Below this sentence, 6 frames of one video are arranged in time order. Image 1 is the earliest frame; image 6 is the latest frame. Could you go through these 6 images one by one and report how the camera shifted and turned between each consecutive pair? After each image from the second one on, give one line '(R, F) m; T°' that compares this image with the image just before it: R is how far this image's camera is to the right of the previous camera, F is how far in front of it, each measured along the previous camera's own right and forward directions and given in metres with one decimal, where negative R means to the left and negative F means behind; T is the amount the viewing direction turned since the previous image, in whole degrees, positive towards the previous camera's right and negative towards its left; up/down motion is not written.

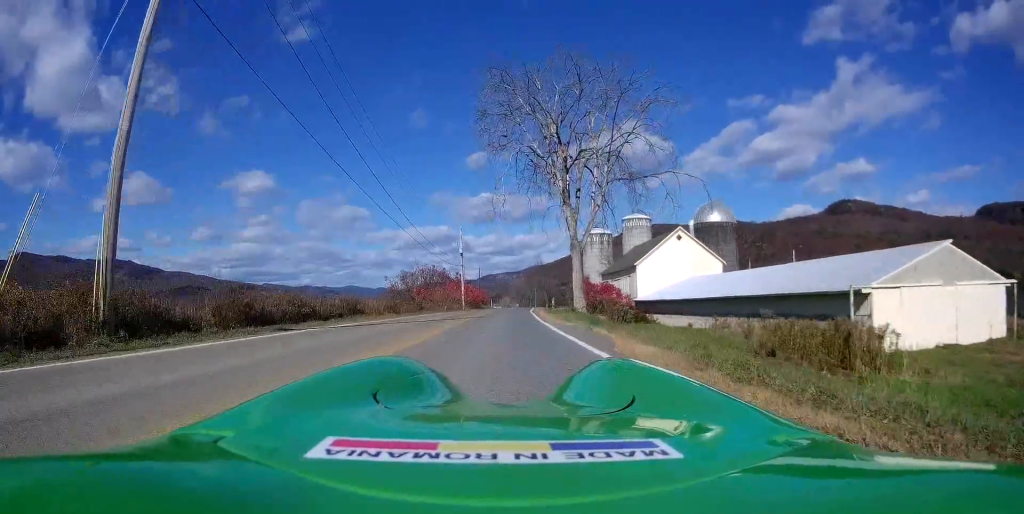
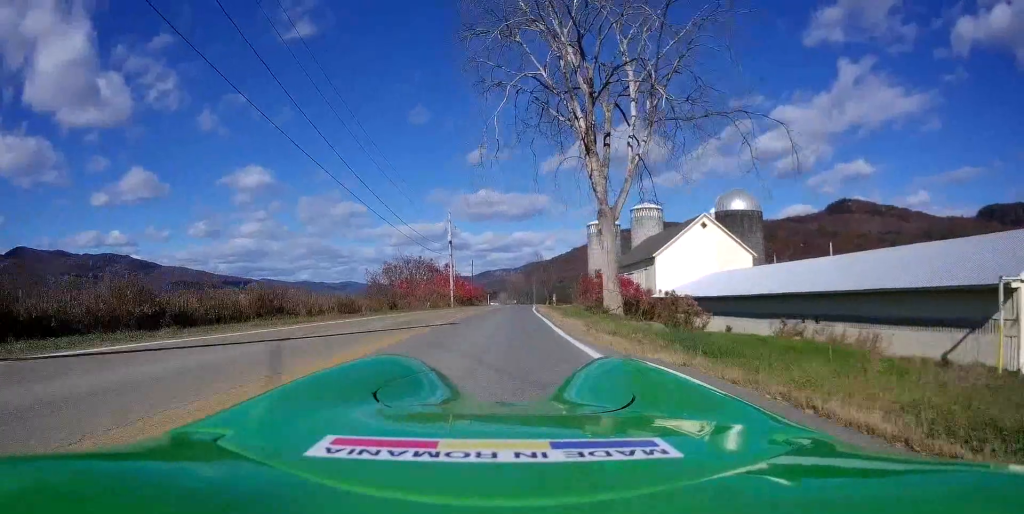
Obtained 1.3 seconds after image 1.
(0.0, +11.5) m; 0°
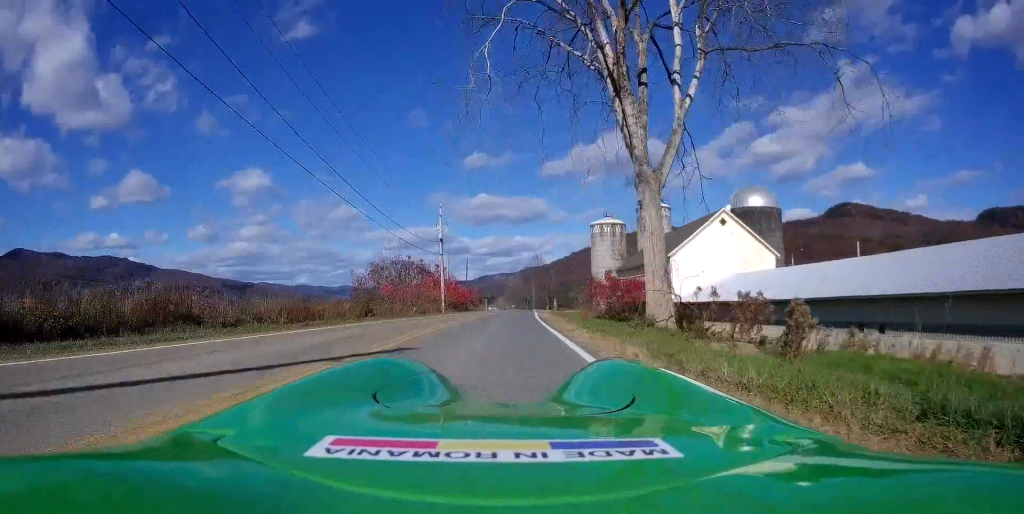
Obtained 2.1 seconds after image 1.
(0.0, +7.0) m; 0°
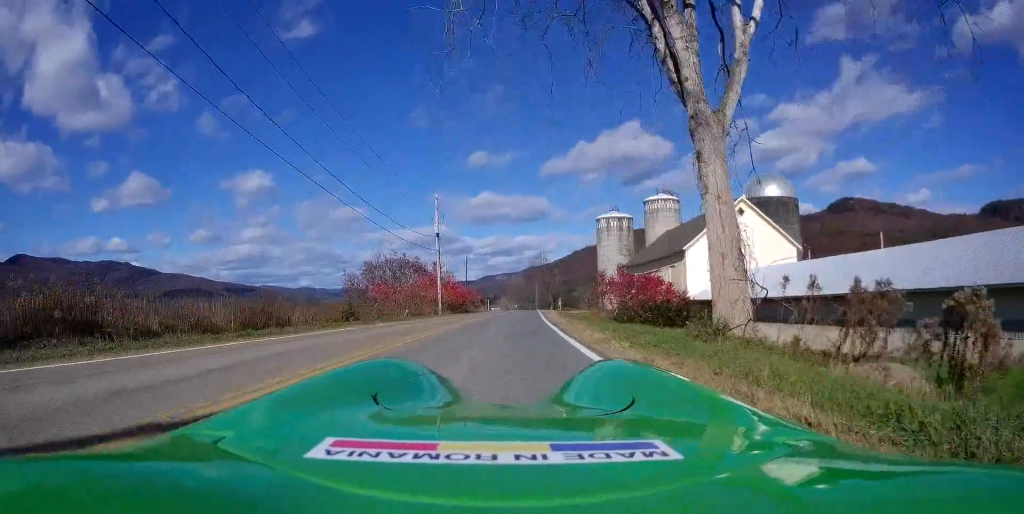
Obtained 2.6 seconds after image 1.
(0.0, +4.8) m; -1°
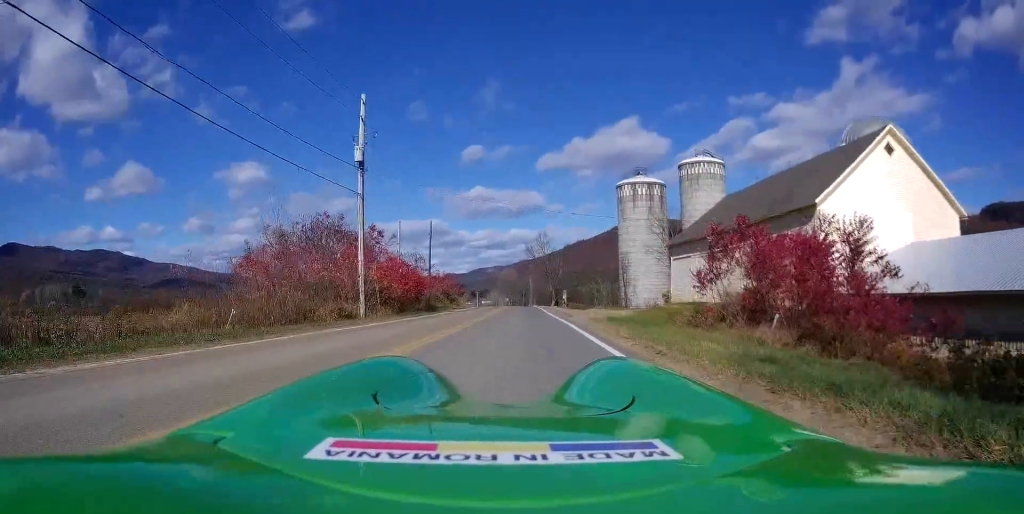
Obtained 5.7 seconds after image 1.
(-0.2, +26.3) m; +3°
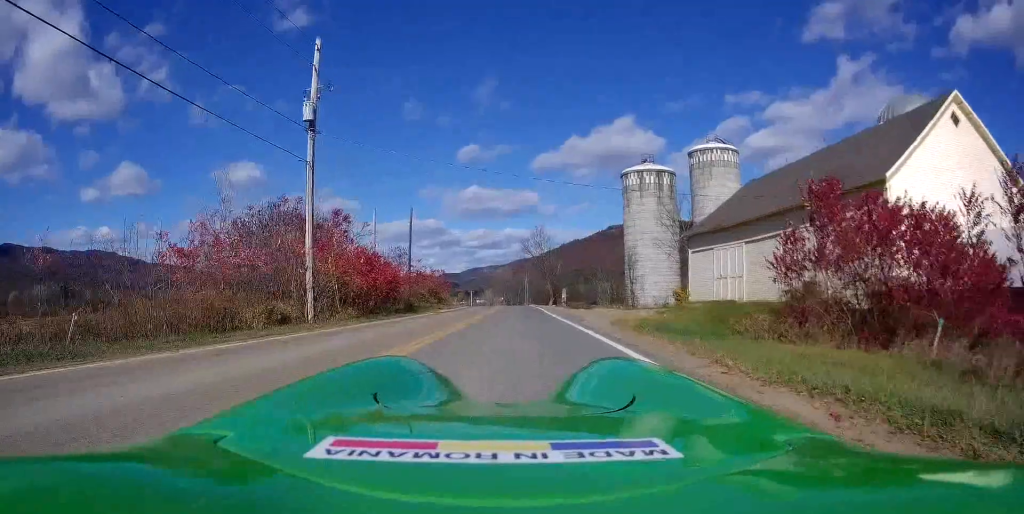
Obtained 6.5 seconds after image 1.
(+0.3, +6.8) m; -2°
